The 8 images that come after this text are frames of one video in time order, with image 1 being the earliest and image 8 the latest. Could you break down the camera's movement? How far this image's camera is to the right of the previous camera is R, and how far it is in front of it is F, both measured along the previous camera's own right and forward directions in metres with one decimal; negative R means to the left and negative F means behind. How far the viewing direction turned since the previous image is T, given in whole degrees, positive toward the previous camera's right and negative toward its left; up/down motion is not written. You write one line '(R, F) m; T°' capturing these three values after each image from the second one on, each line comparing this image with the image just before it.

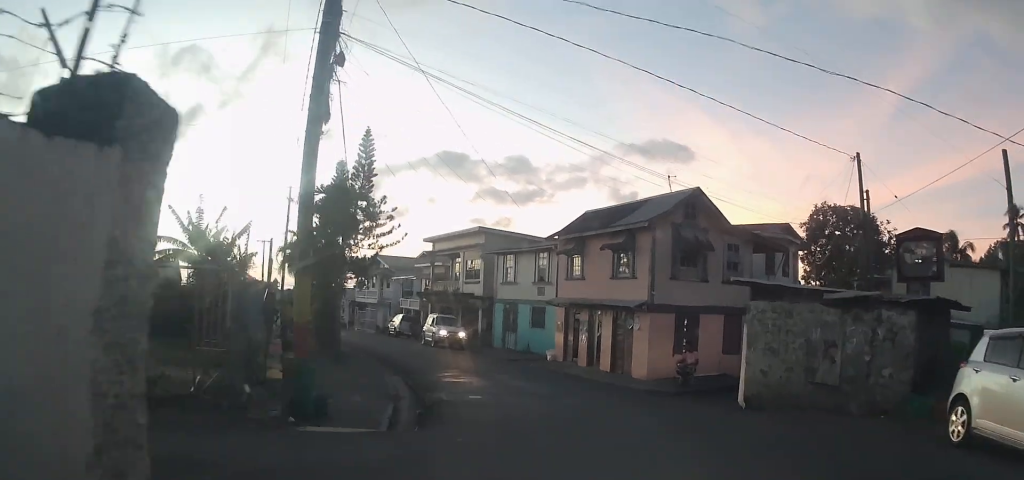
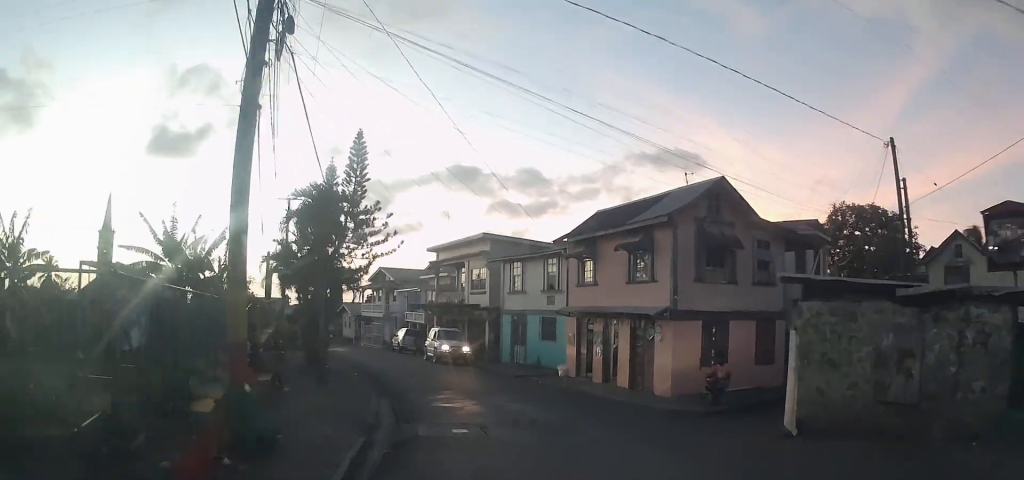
(+0.3, +2.8) m; +1°
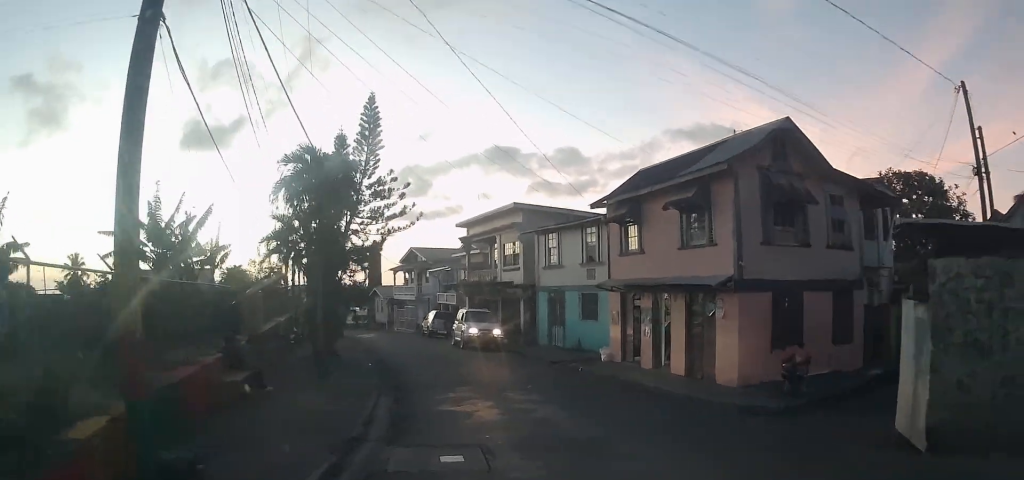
(-0.3, +3.4) m; -7°
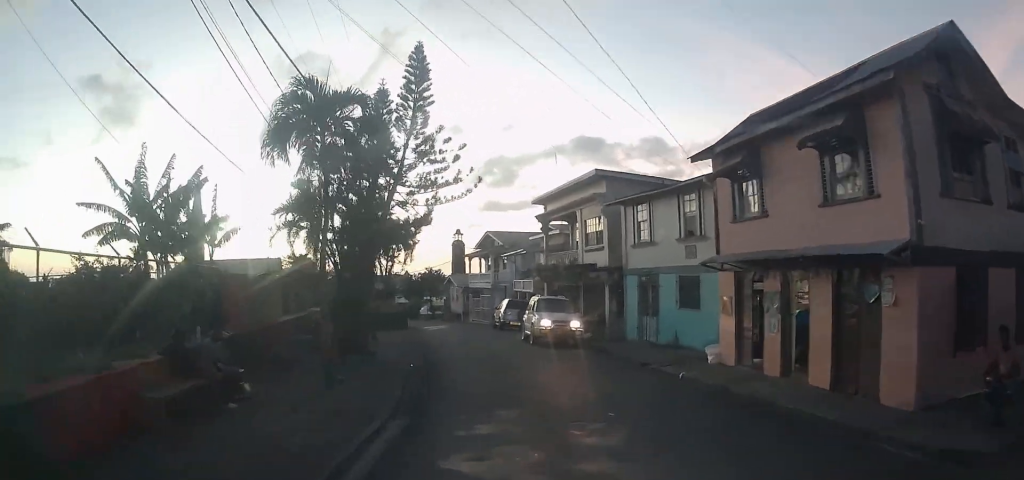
(-0.4, +4.7) m; -7°
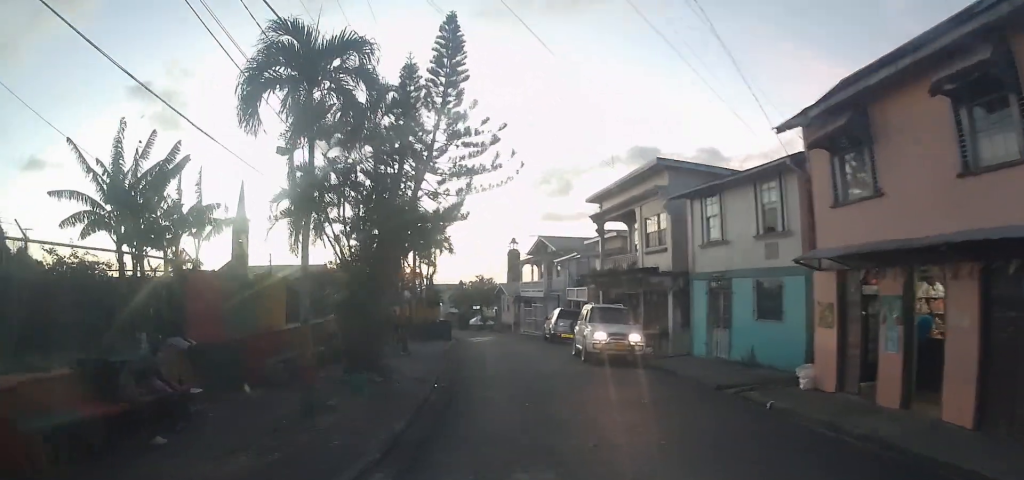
(-0.1, +3.3) m; -2°
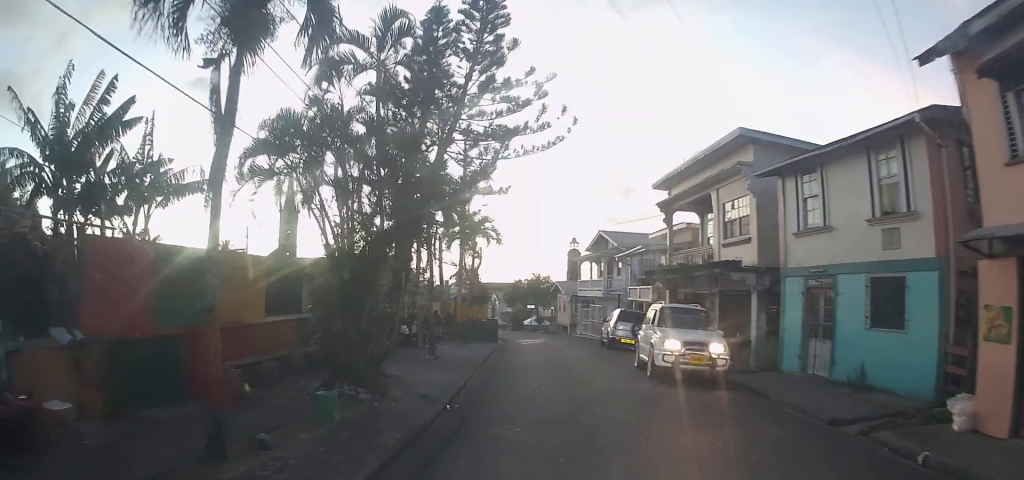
(-0.1, +4.5) m; -4°
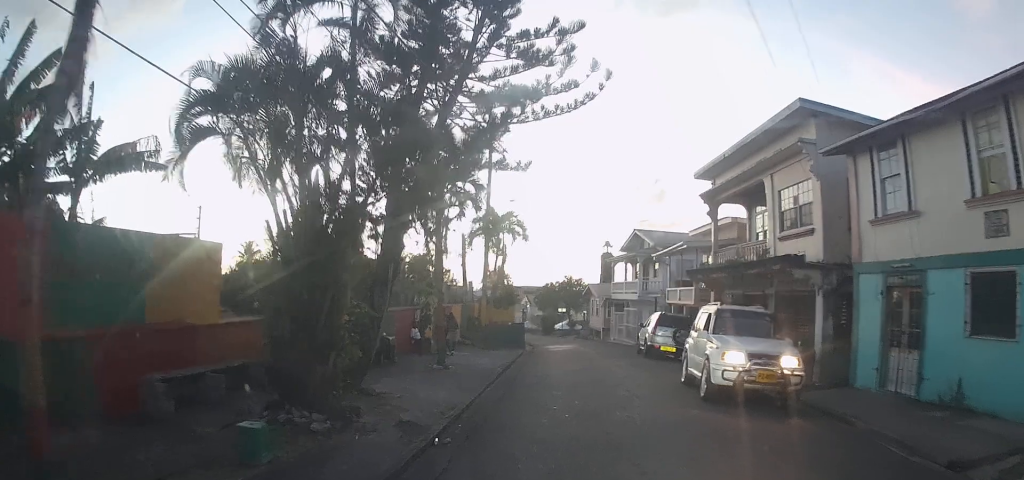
(0.0, +3.3) m; -5°
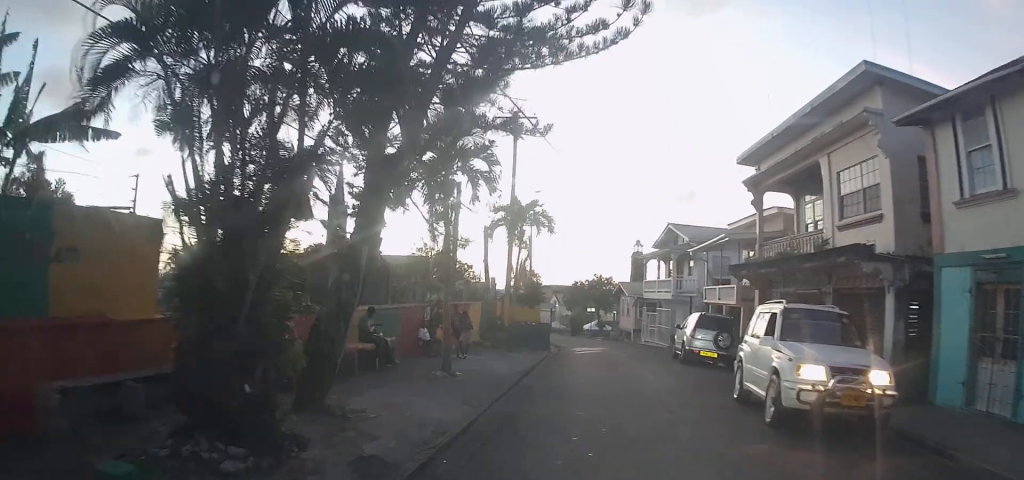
(-0.2, +2.9) m; 0°
